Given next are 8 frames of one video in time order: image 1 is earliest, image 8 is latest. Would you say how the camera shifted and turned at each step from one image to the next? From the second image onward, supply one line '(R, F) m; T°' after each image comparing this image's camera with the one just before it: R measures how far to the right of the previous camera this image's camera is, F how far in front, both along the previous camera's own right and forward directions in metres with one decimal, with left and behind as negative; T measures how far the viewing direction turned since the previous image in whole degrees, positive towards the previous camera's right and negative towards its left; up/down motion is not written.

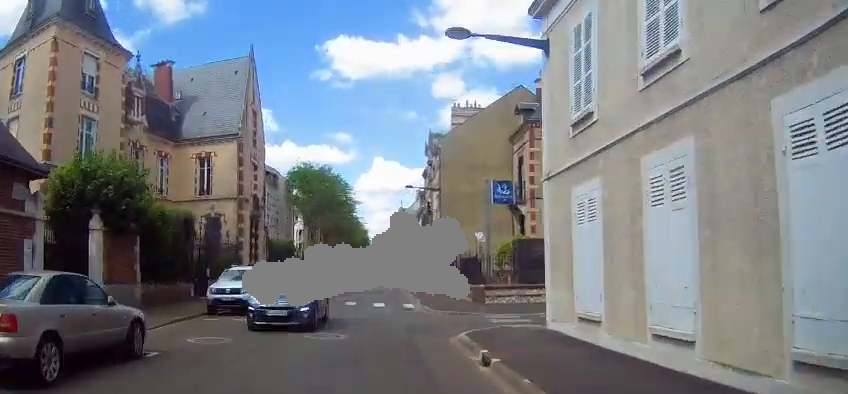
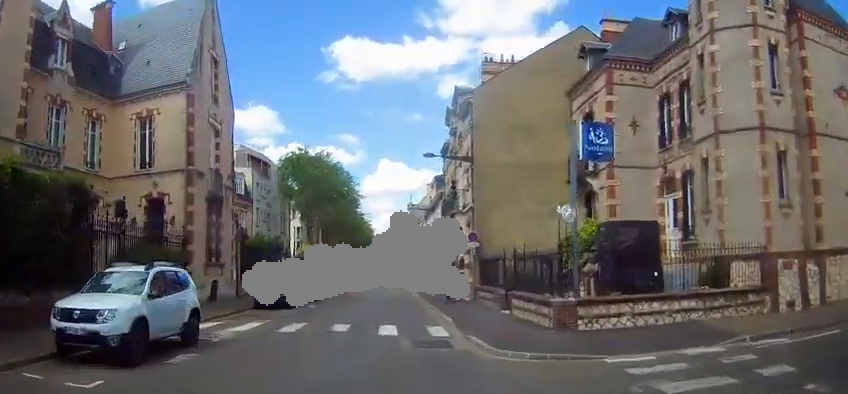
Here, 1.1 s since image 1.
(-0.2, +9.7) m; -2°
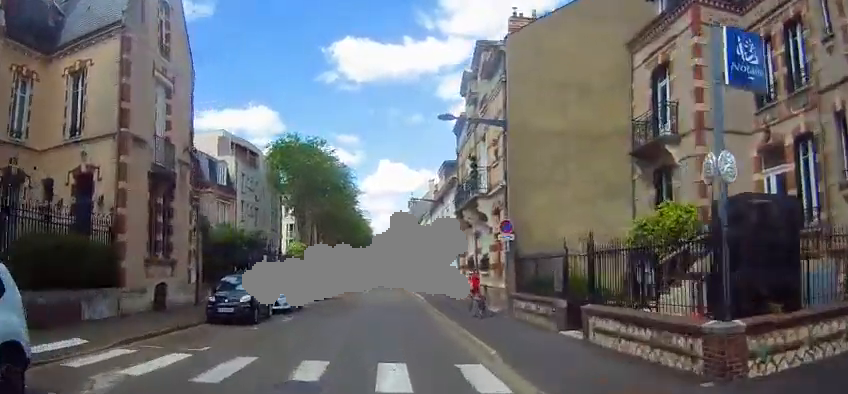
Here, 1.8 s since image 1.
(-0.1, +6.4) m; 0°
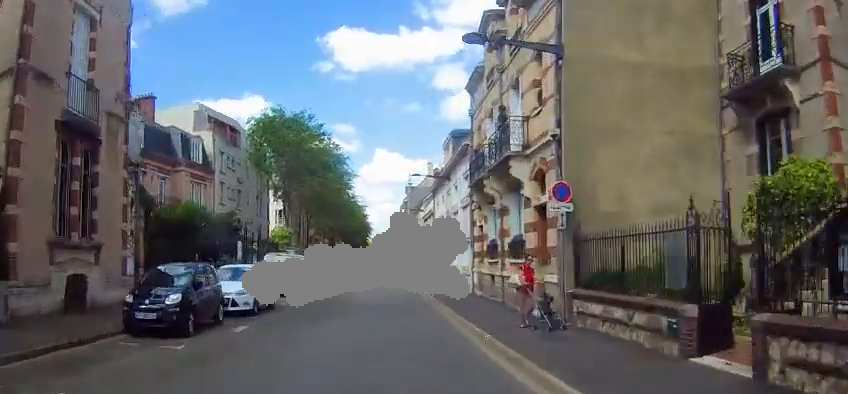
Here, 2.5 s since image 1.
(0.0, +5.8) m; +1°
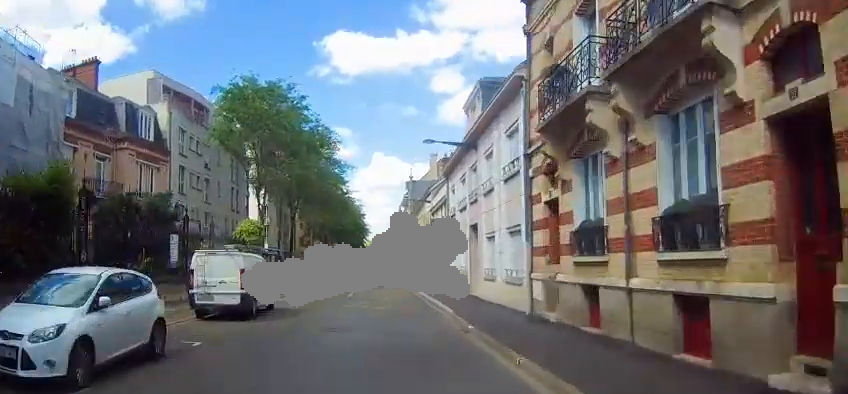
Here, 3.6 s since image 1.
(+0.3, +9.9) m; +1°
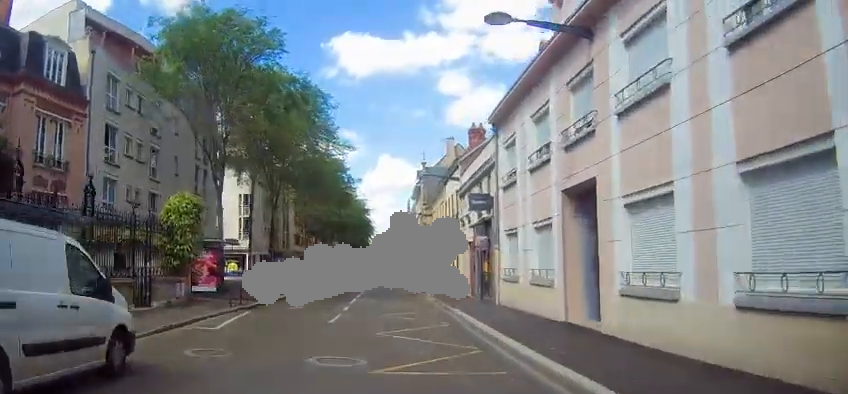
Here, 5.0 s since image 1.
(0.0, +12.3) m; -1°
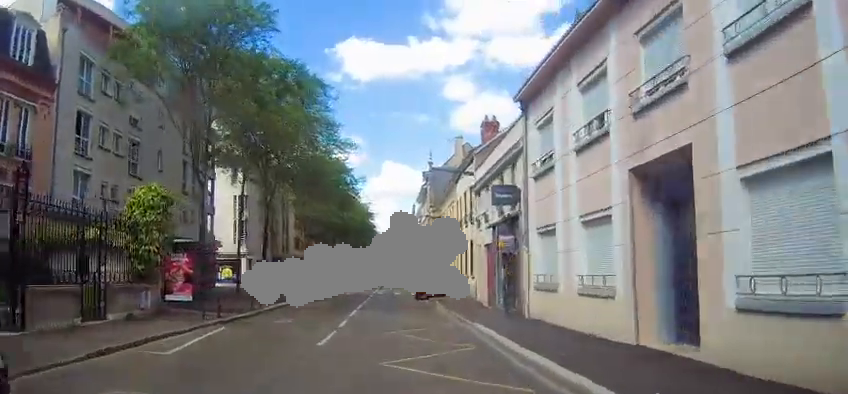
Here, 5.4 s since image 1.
(+0.1, +3.5) m; 0°
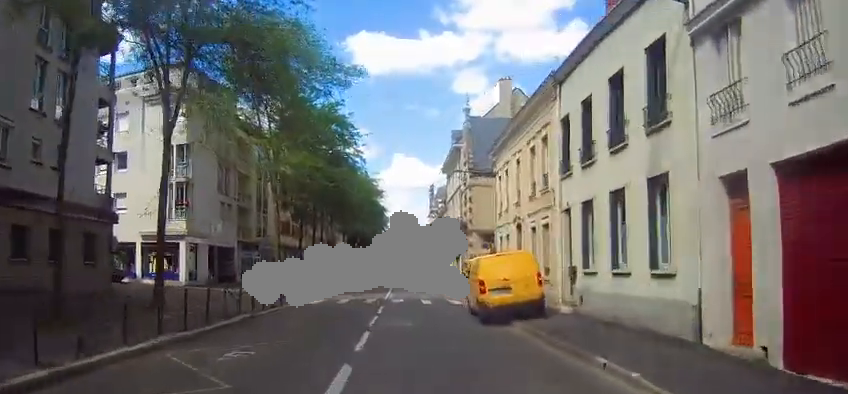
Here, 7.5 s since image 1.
(-0.7, +18.7) m; -2°
